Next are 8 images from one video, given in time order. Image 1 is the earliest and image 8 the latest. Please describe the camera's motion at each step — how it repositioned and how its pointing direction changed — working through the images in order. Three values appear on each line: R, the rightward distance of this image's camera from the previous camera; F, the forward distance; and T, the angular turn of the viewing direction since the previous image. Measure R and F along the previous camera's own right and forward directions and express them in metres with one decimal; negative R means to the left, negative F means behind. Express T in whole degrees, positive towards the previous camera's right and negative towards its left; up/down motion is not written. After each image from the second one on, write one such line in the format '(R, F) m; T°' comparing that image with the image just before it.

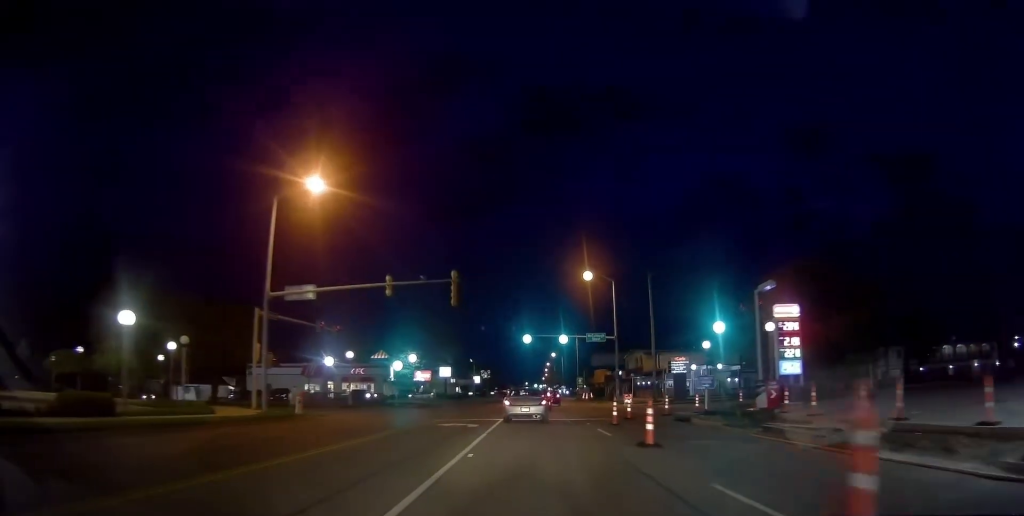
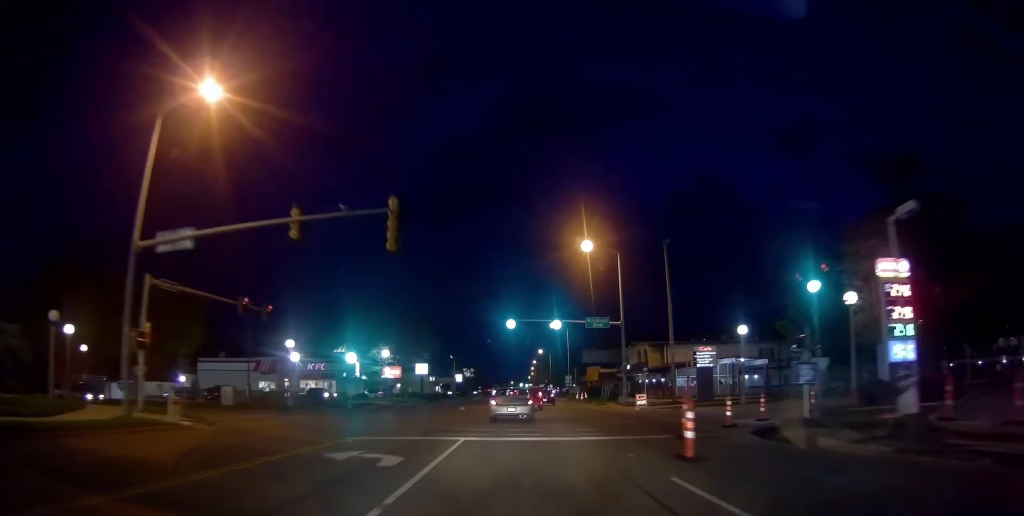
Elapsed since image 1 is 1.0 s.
(0.0, +11.3) m; 0°
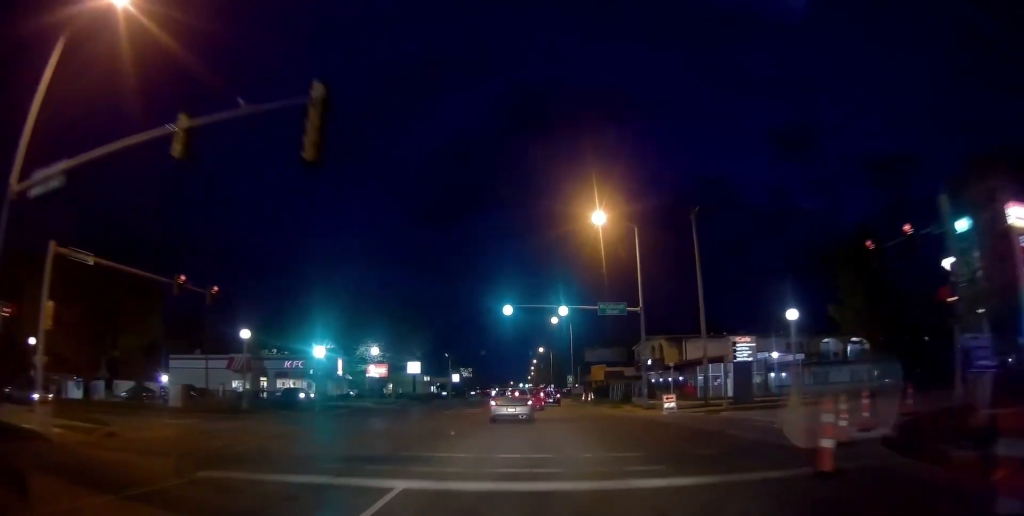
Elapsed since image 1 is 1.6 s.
(0.0, +7.8) m; 0°
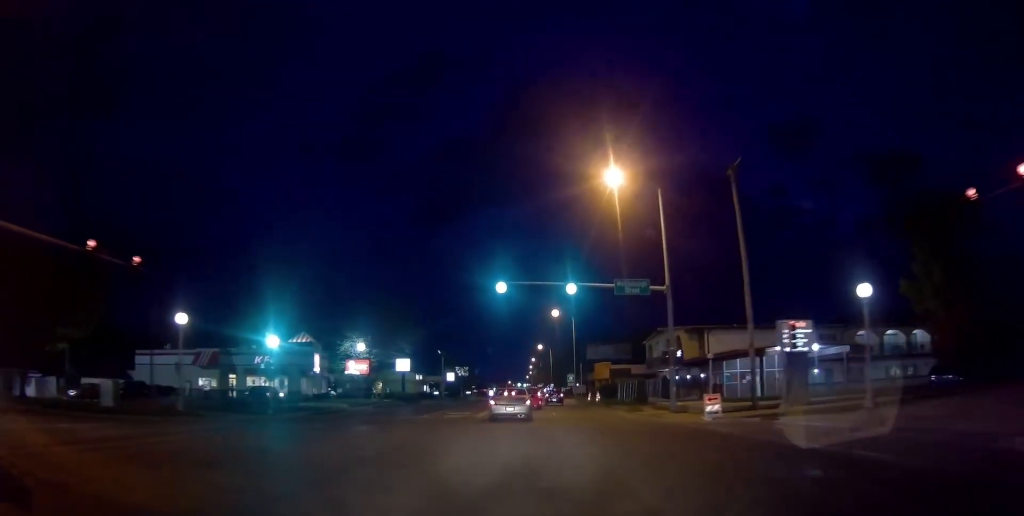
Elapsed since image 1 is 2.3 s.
(0.0, +8.3) m; 0°
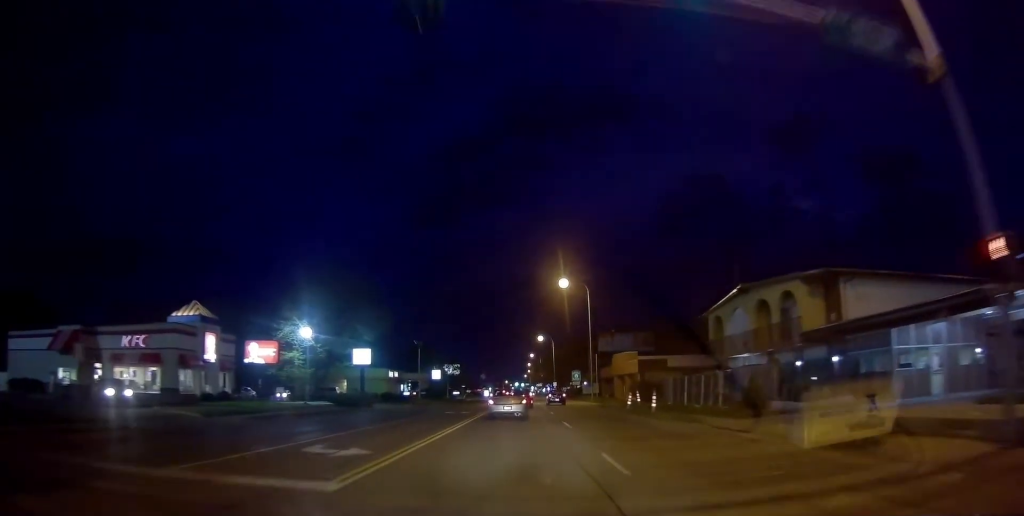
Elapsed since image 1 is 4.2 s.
(0.0, +22.8) m; +1°
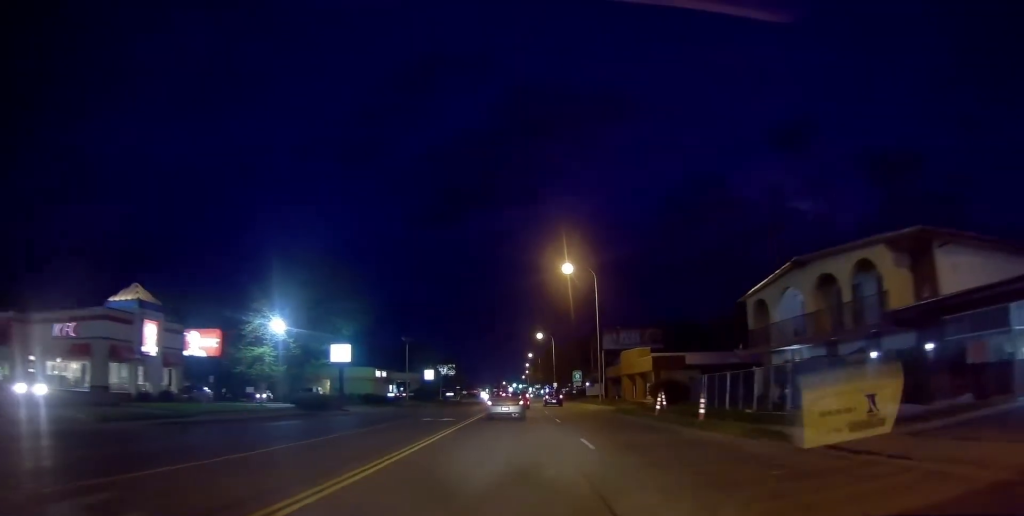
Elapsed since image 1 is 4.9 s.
(0.0, +7.9) m; +1°
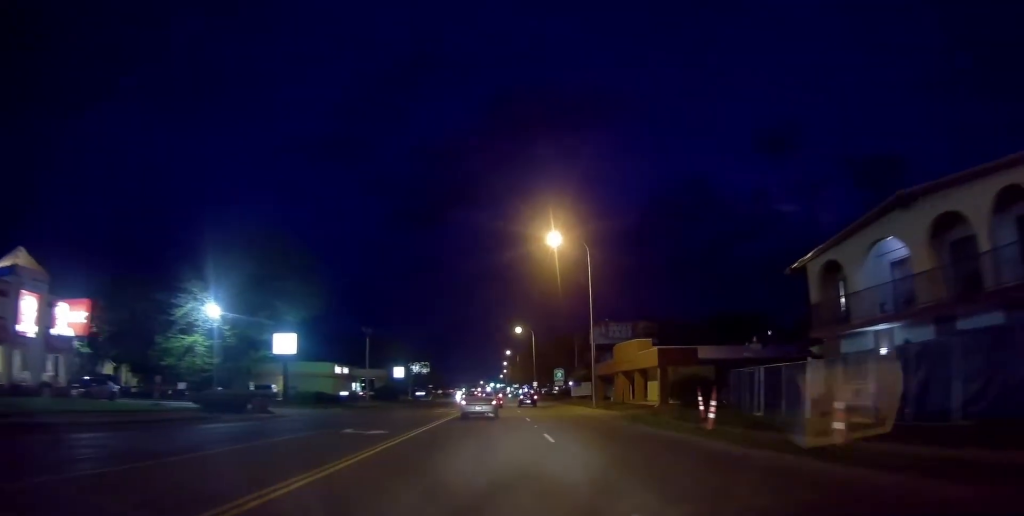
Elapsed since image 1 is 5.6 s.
(+0.1, +9.8) m; +1°
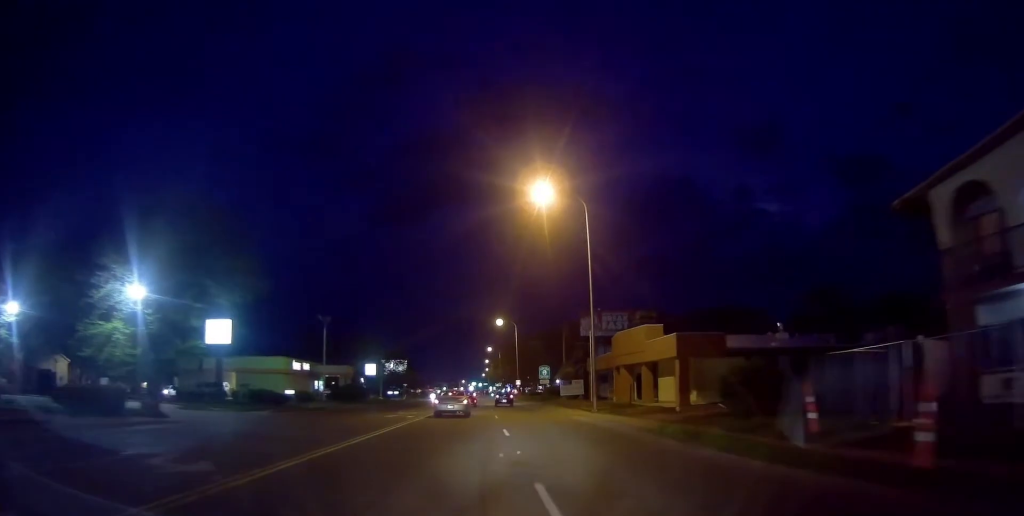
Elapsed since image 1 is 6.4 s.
(0.0, +10.1) m; +1°
